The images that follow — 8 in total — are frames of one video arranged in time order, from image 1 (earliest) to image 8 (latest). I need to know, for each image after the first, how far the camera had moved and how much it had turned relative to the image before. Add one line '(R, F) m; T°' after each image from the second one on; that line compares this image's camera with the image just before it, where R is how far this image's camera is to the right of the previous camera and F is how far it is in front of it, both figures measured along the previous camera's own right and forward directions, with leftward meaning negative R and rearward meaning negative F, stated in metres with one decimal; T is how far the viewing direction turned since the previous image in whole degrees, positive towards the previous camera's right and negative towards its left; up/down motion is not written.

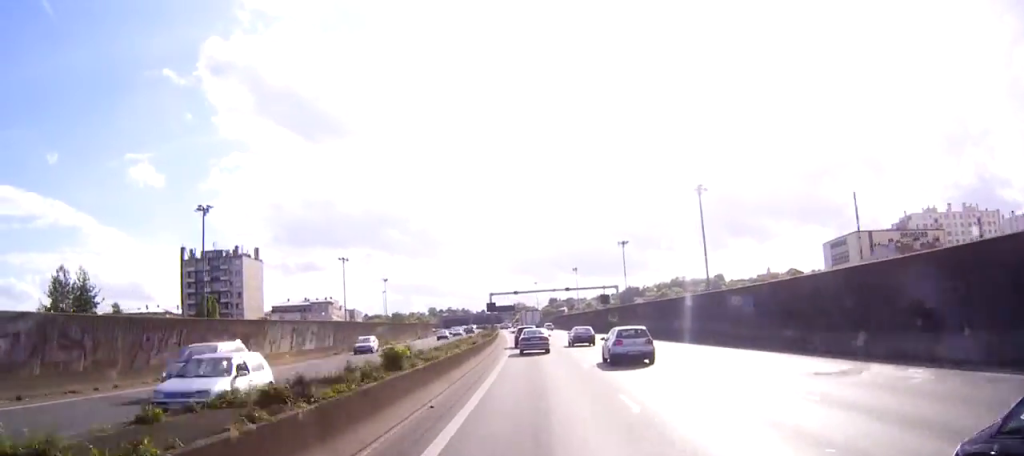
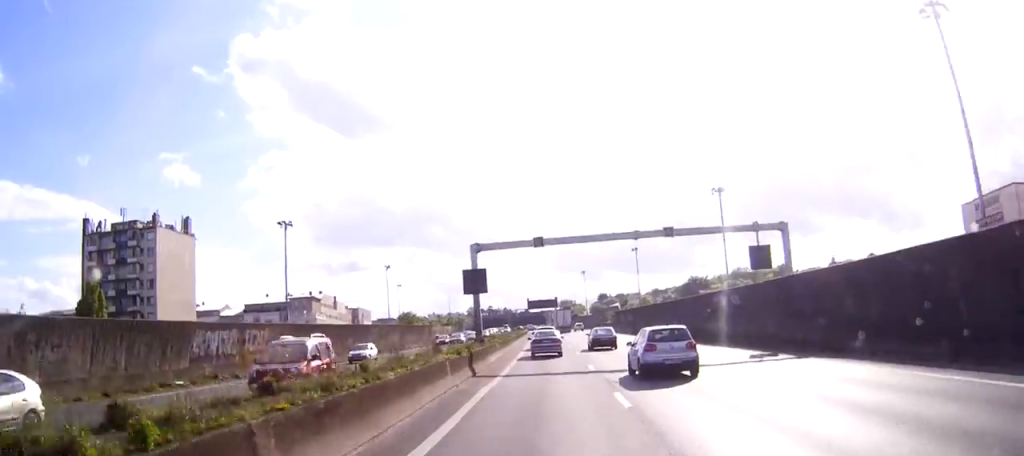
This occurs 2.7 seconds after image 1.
(0.0, +62.6) m; 0°
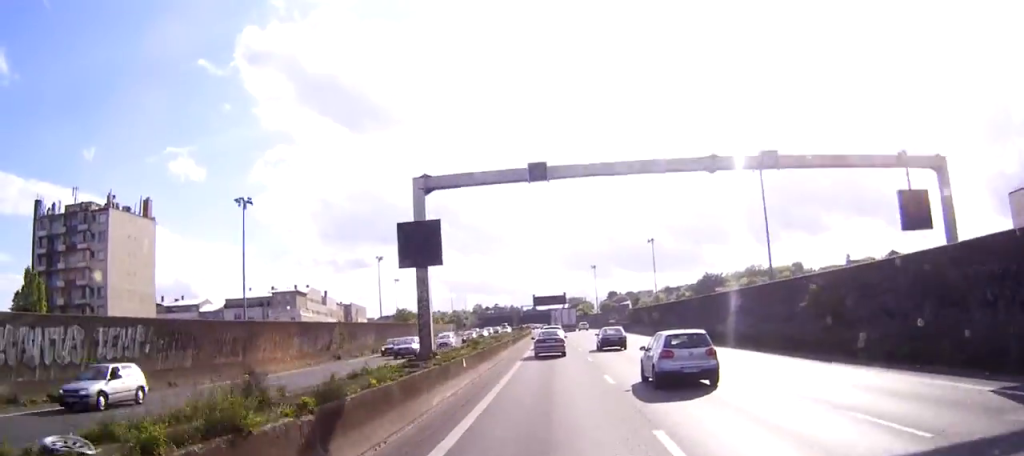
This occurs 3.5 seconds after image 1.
(0.0, +18.5) m; 0°
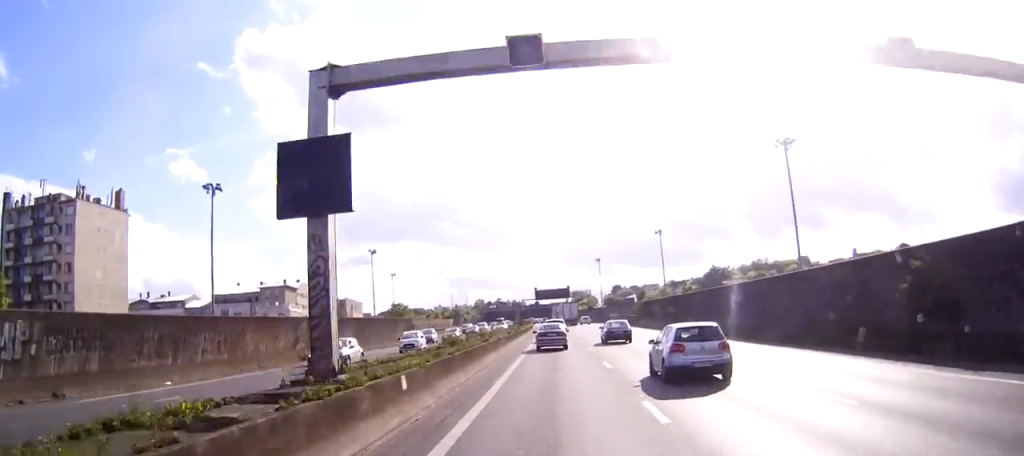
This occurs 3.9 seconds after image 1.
(0.0, +10.0) m; 0°
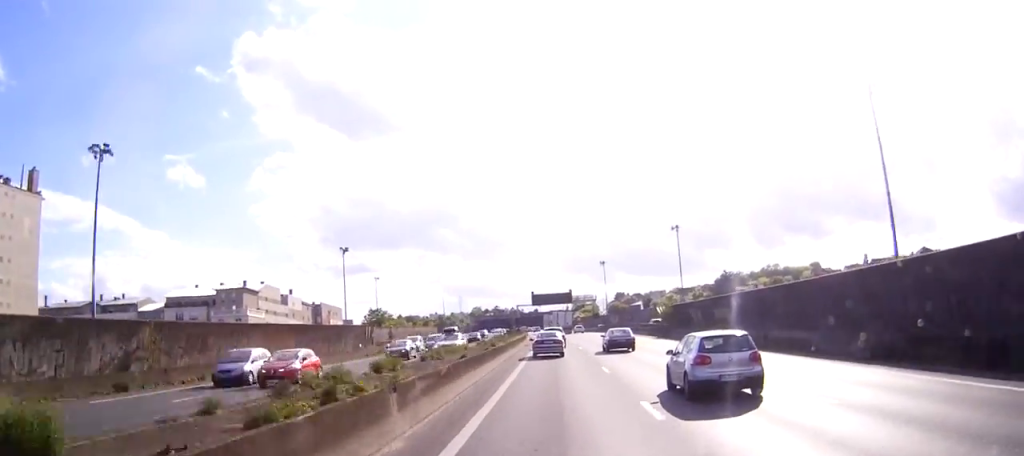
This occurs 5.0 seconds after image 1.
(0.0, +24.5) m; 0°
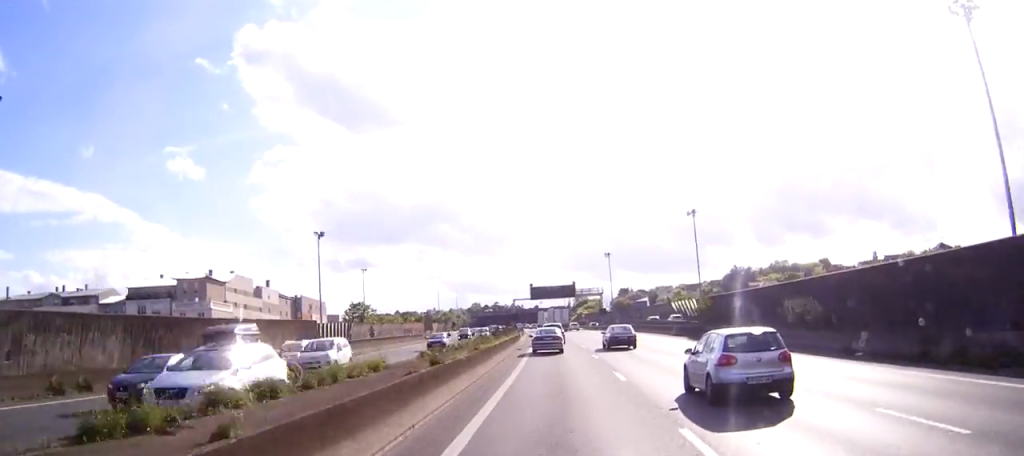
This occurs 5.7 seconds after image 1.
(0.0, +17.5) m; 0°
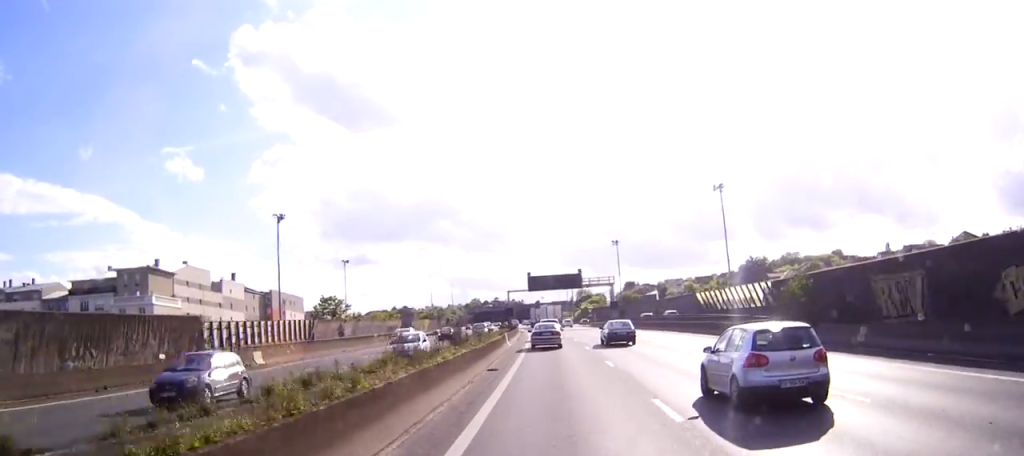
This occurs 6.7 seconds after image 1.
(0.0, +21.9) m; 0°
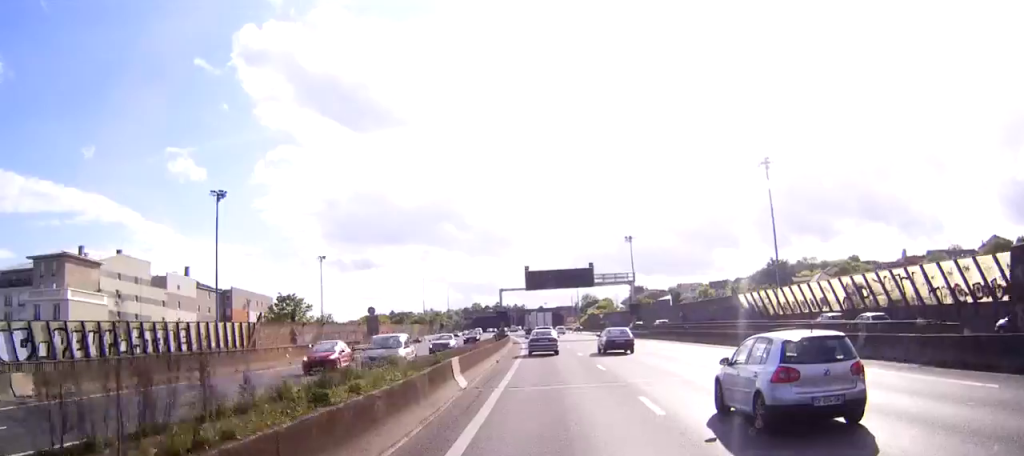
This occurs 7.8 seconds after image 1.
(-0.1, +23.9) m; -1°
